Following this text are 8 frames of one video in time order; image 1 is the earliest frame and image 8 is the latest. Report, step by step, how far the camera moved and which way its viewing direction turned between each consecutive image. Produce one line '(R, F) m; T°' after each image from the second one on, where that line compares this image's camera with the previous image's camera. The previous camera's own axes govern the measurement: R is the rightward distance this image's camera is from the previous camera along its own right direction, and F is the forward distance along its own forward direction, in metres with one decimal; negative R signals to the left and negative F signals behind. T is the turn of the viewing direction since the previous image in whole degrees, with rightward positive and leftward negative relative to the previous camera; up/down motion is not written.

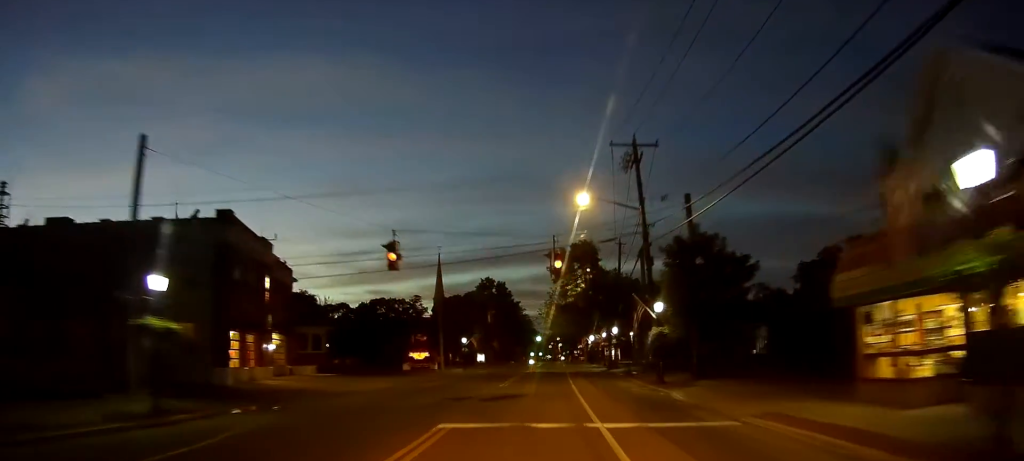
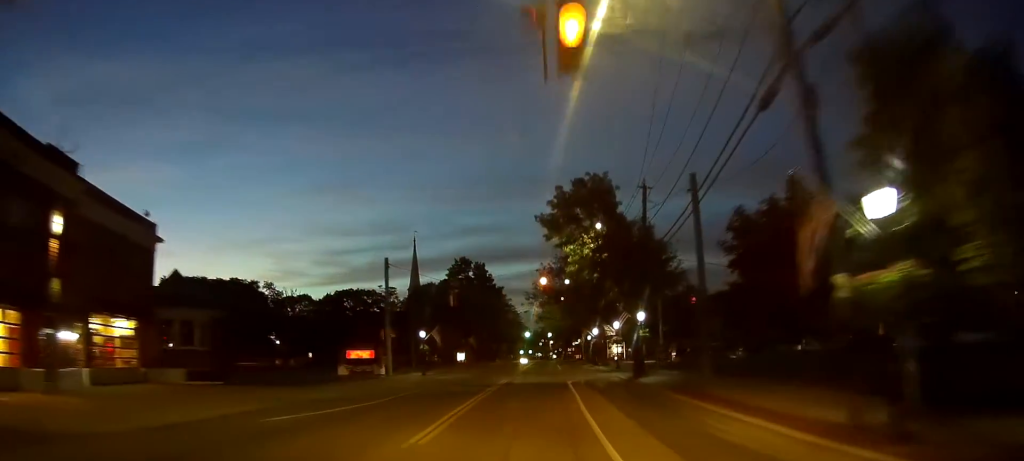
(0.0, +20.2) m; 0°
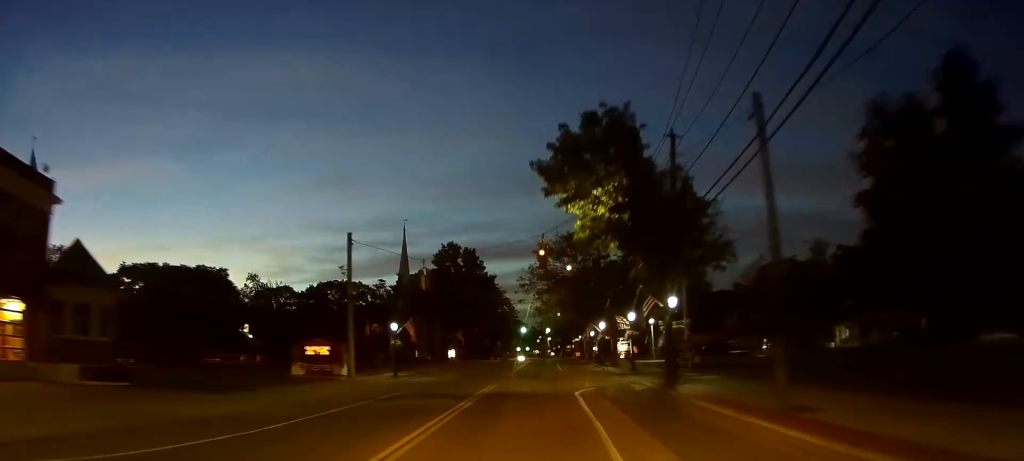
(0.0, +9.8) m; 0°
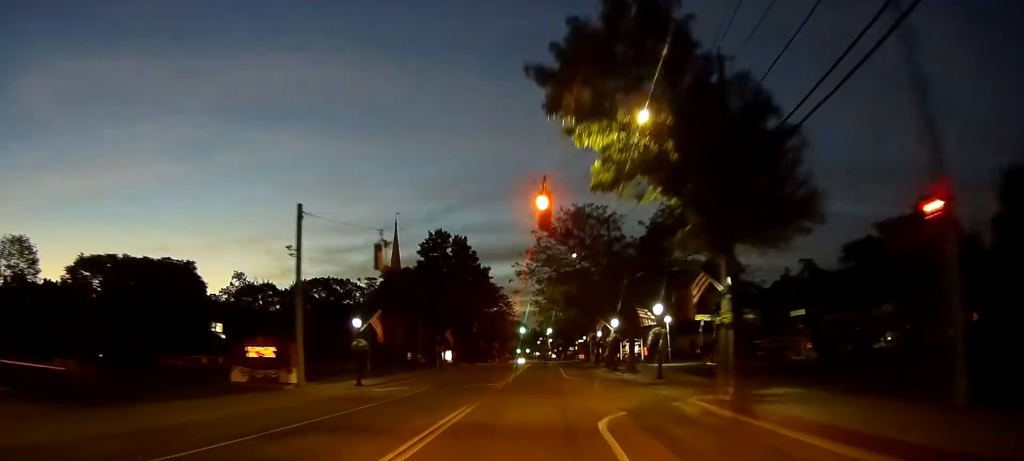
(0.0, +9.3) m; 0°
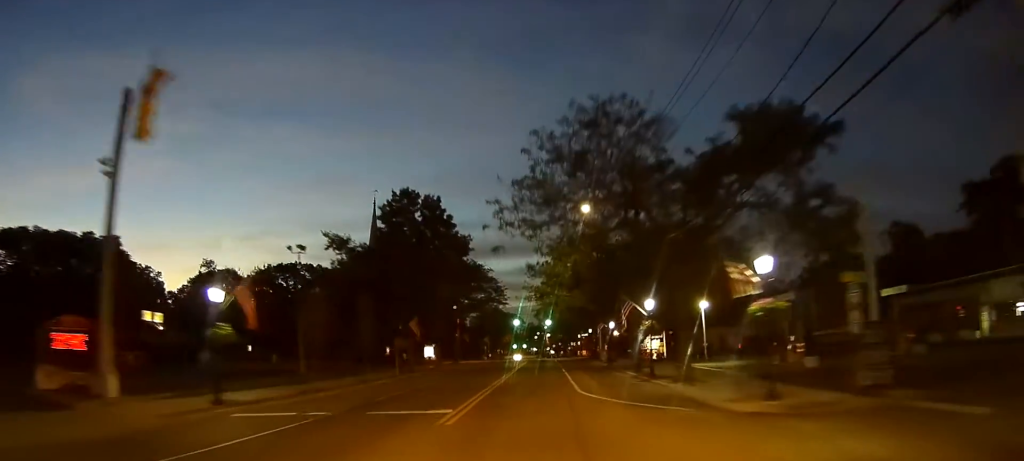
(0.0, +16.0) m; 0°
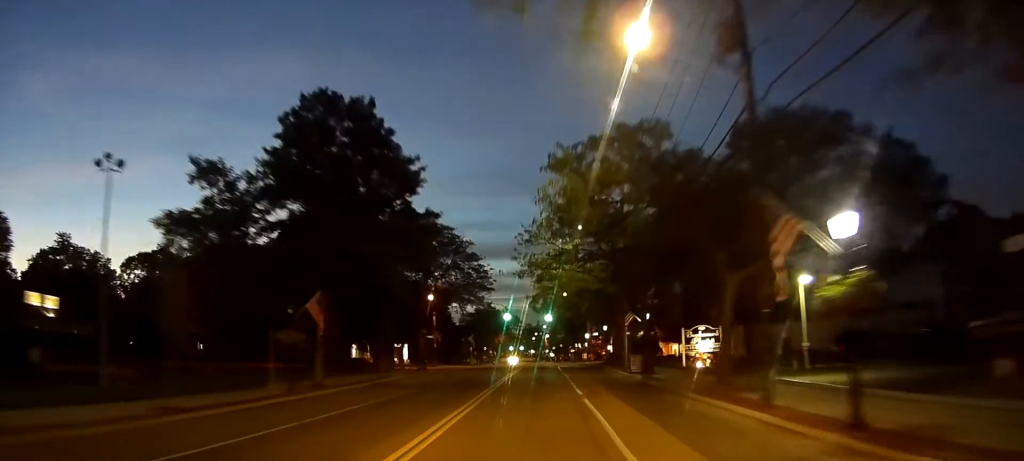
(0.0, +20.6) m; 0°
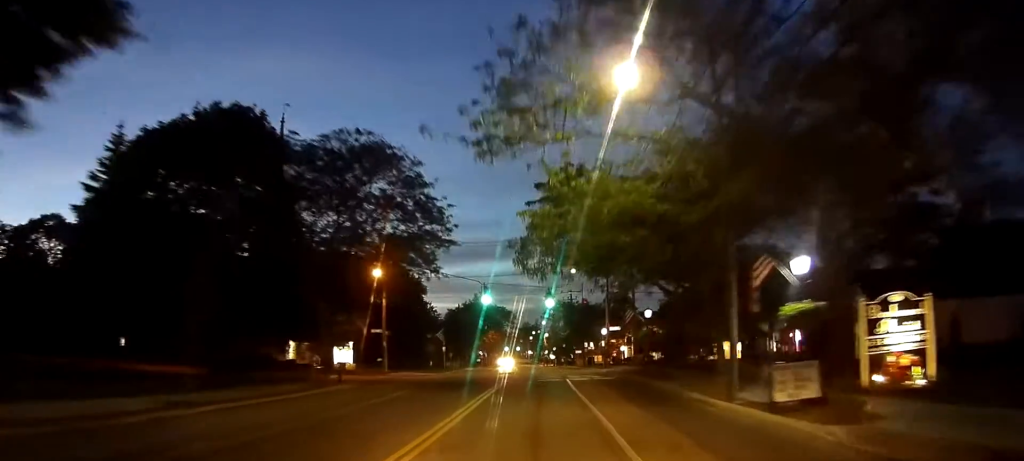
(0.0, +24.7) m; 0°
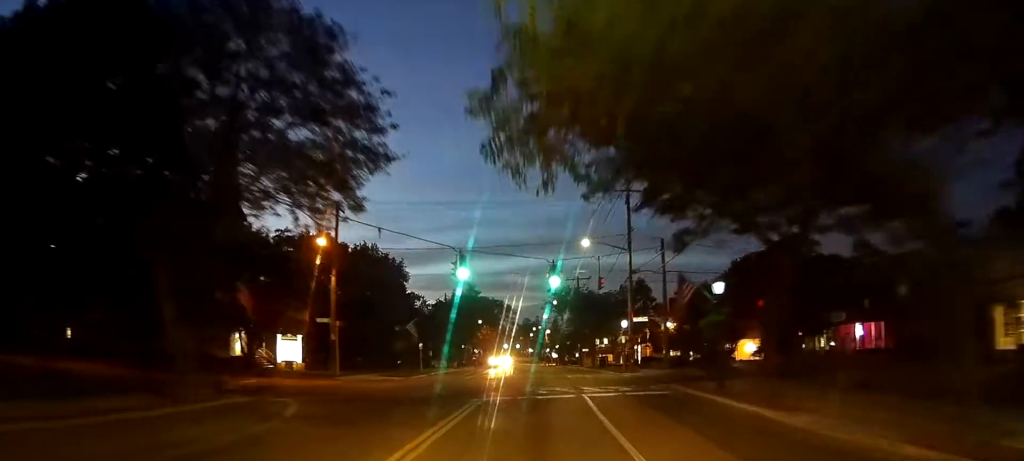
(0.0, +13.9) m; 0°
